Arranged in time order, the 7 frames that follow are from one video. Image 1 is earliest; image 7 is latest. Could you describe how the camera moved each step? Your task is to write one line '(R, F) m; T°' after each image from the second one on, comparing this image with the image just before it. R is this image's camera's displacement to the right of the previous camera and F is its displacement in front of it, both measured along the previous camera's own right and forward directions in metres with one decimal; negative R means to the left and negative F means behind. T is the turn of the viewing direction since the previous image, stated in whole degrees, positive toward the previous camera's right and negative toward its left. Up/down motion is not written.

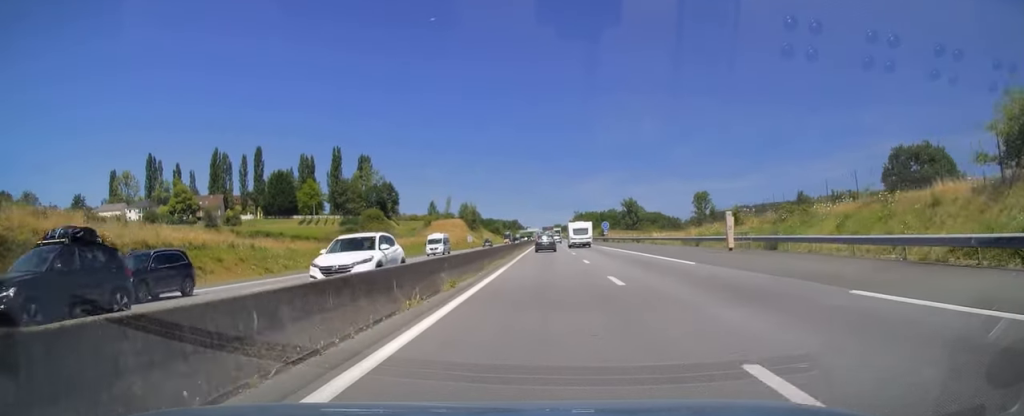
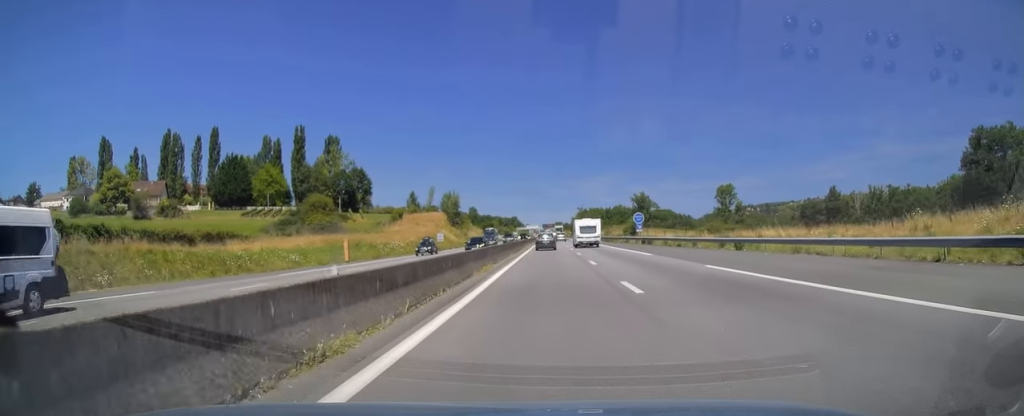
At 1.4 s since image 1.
(-0.2, +40.5) m; 0°
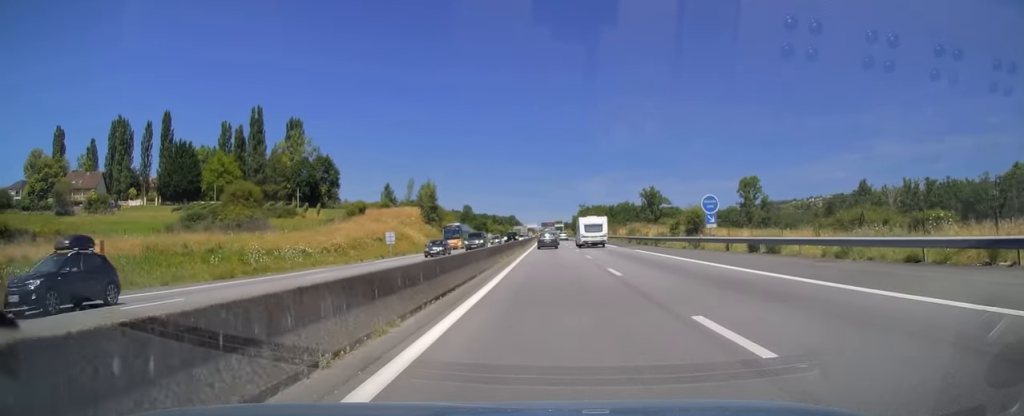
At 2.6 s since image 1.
(+0.1, +32.7) m; 0°
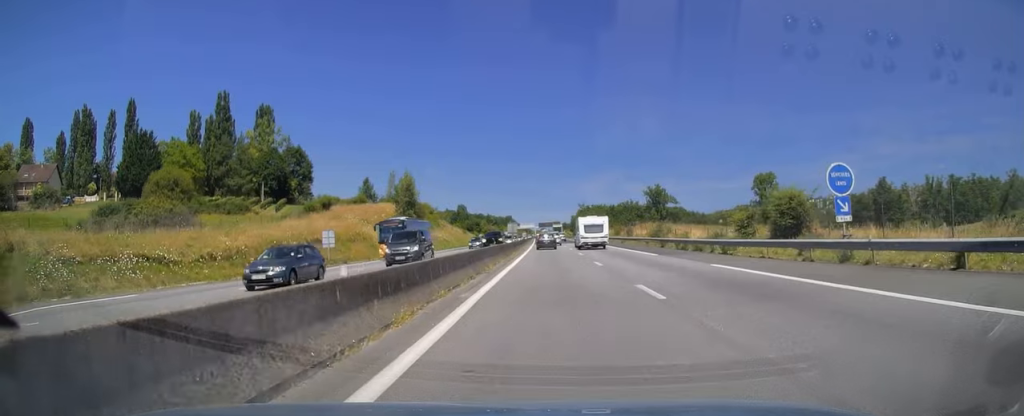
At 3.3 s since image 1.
(0.0, +19.5) m; 0°
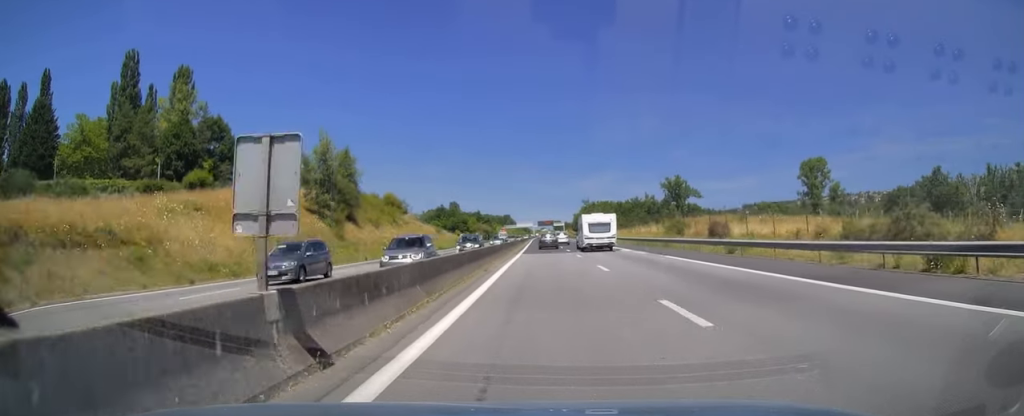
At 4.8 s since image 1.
(+0.1, +41.4) m; 0°
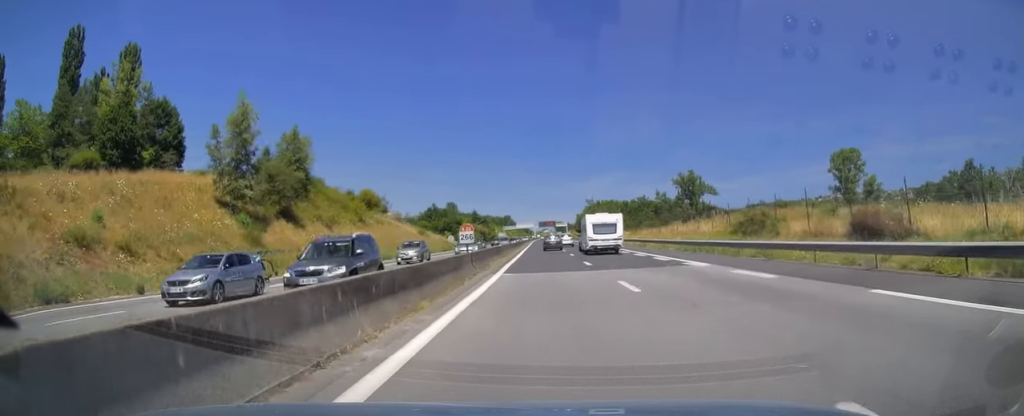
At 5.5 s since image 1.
(0.0, +19.6) m; 0°
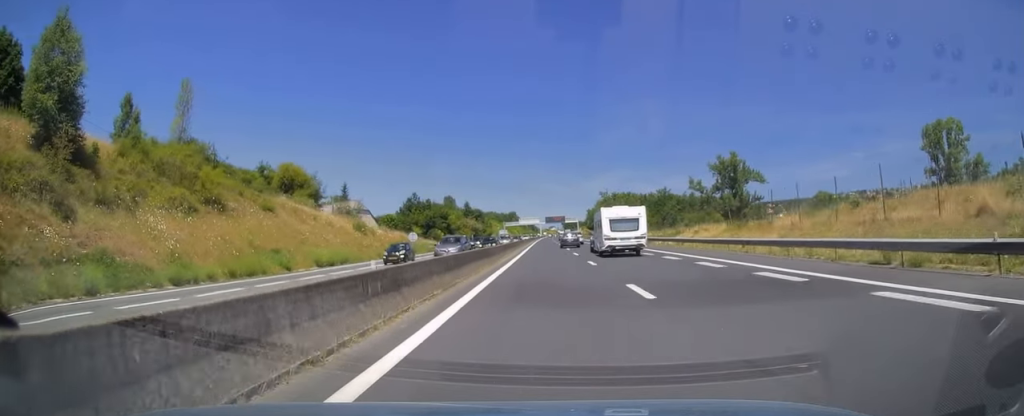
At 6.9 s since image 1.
(-0.2, +40.6) m; -1°
